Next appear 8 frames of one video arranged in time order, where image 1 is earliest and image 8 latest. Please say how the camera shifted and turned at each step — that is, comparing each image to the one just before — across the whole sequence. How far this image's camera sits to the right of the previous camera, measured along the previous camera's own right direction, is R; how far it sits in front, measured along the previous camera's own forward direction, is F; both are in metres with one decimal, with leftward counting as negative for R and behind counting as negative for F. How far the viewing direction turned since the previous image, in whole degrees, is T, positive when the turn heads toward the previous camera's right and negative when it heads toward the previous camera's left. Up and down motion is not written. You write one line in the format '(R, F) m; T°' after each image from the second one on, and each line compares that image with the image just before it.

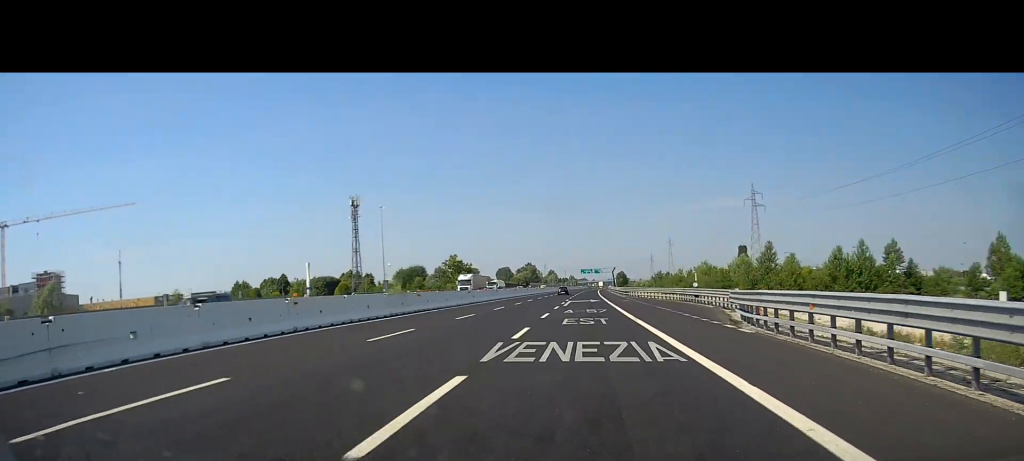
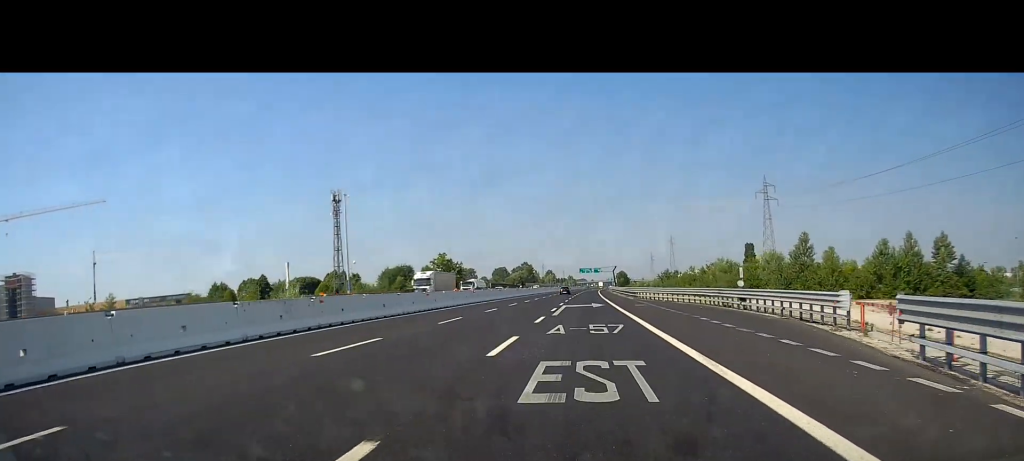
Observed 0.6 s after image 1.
(0.0, +15.7) m; 0°
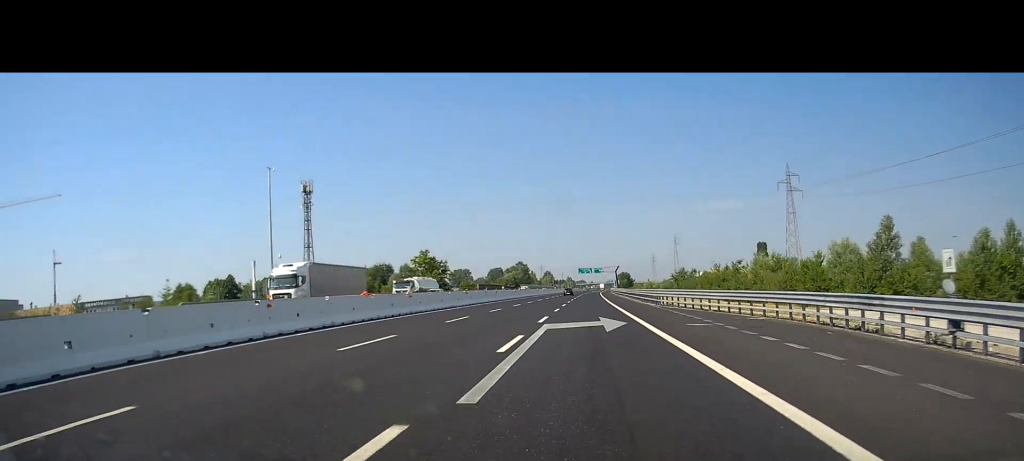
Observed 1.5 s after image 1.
(-0.1, +22.8) m; 0°
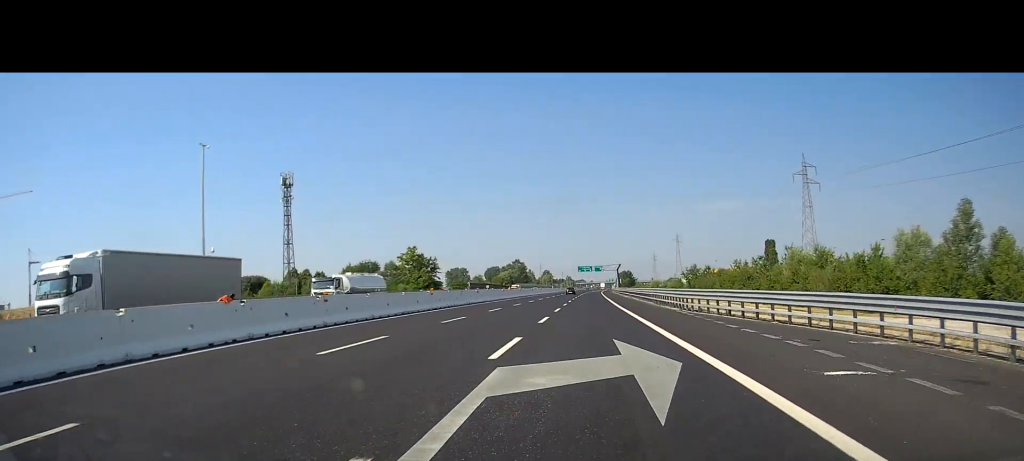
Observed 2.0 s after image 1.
(+0.2, +13.1) m; 0°
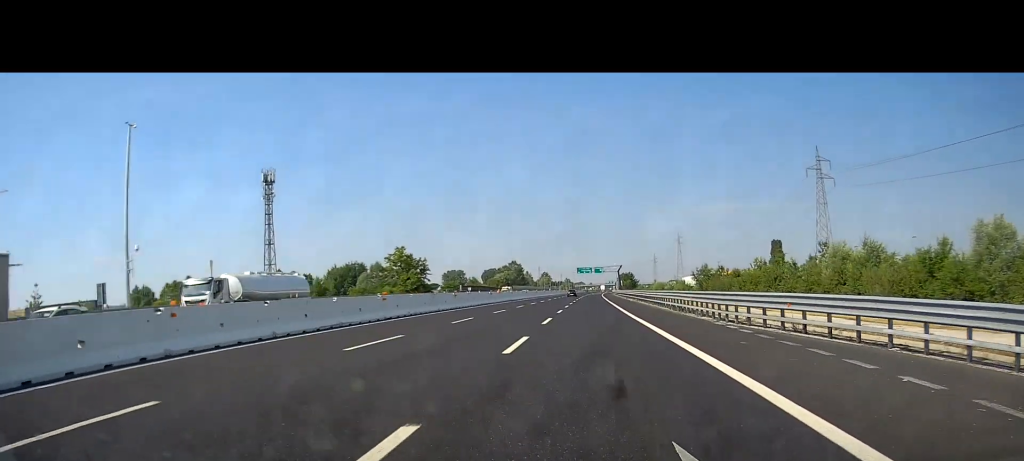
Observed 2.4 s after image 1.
(+0.1, +10.6) m; 0°
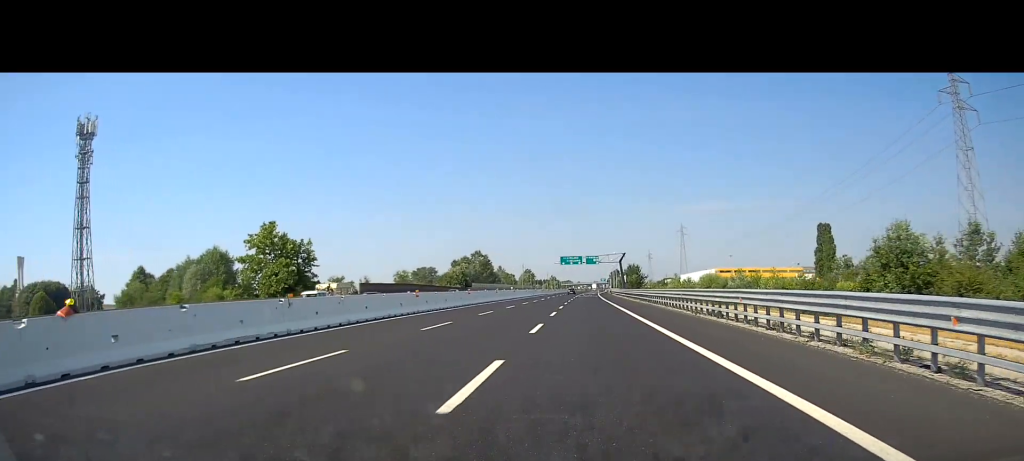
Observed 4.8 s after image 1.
(+0.6, +65.1) m; +1°
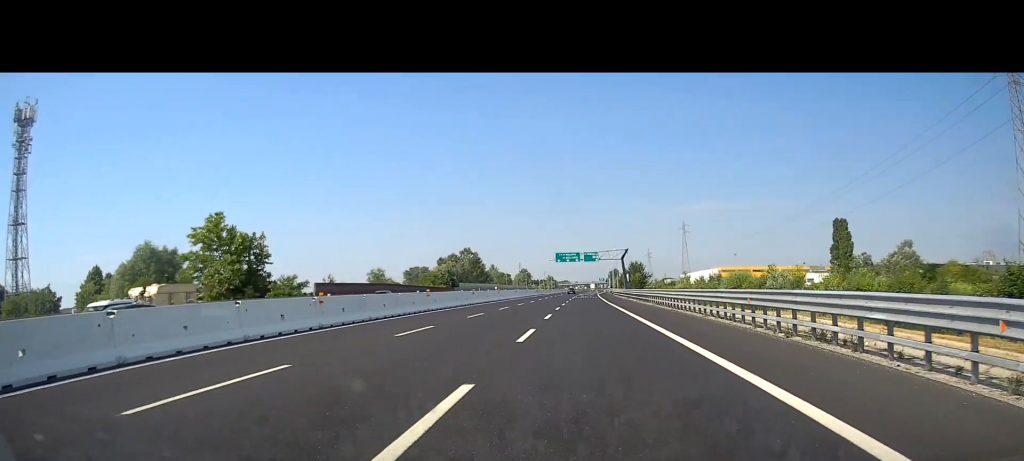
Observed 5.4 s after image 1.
(0.0, +14.9) m; 0°
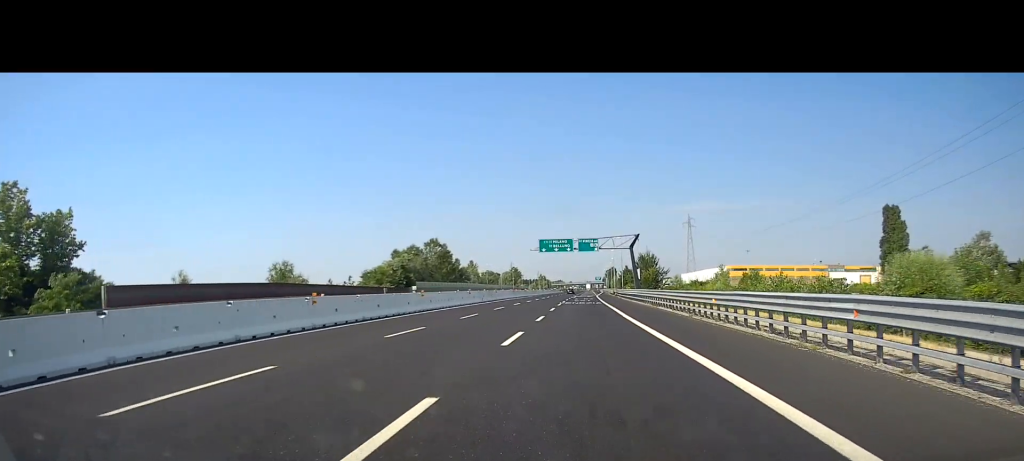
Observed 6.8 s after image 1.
(0.0, +36.0) m; 0°
